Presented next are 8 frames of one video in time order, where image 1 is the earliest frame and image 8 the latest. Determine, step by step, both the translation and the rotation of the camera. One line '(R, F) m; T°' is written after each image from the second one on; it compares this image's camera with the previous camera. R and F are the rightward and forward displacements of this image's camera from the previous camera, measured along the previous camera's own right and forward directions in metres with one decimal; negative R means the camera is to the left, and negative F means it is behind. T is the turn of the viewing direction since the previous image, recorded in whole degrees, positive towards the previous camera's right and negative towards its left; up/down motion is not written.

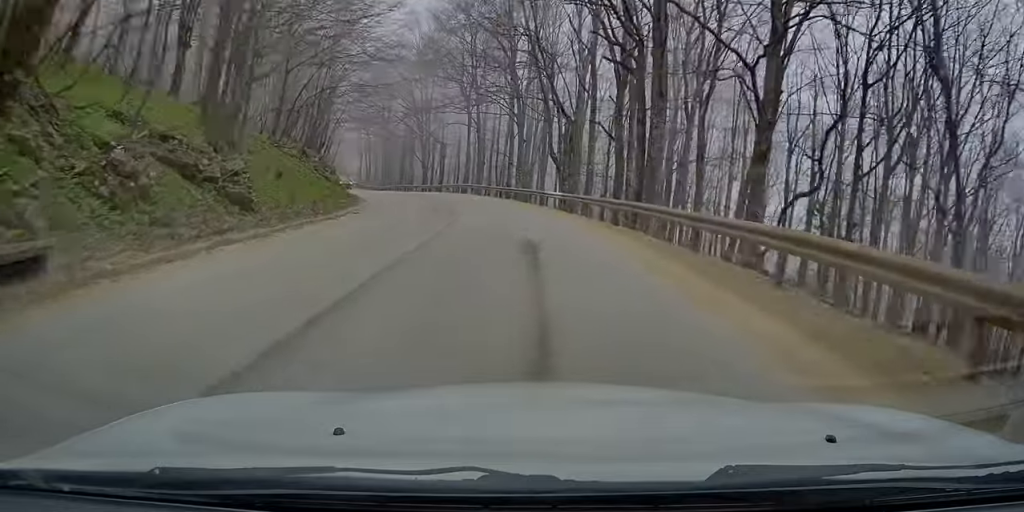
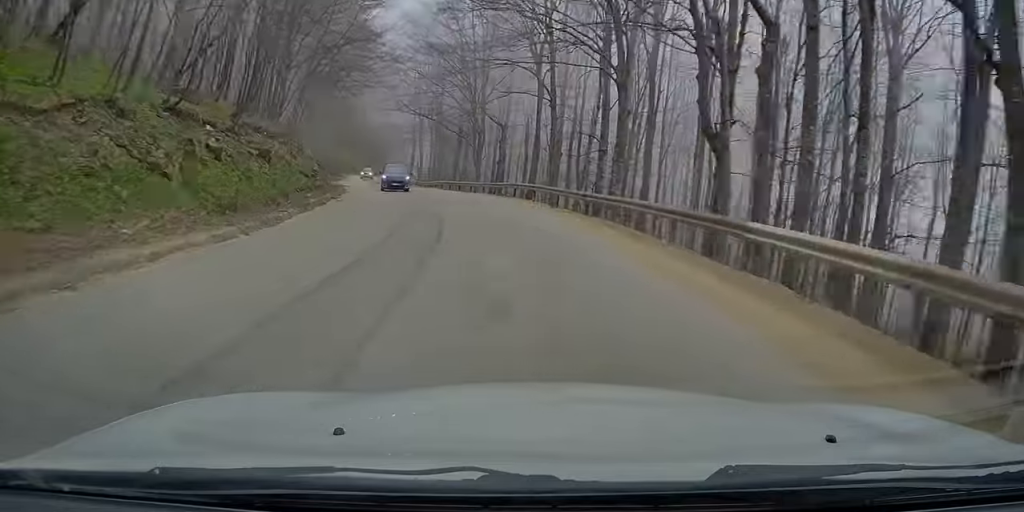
(+0.1, +21.6) m; -1°
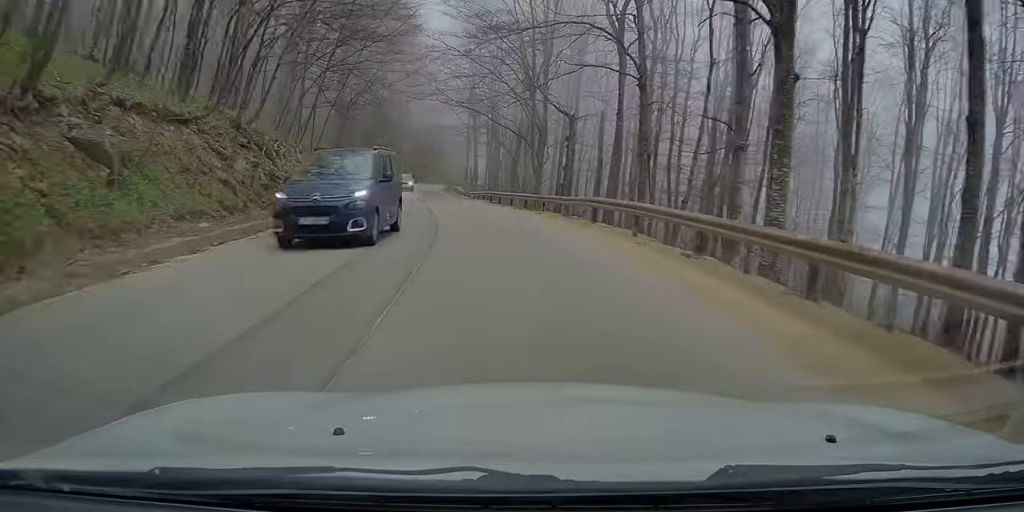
(-0.3, +12.5) m; -4°
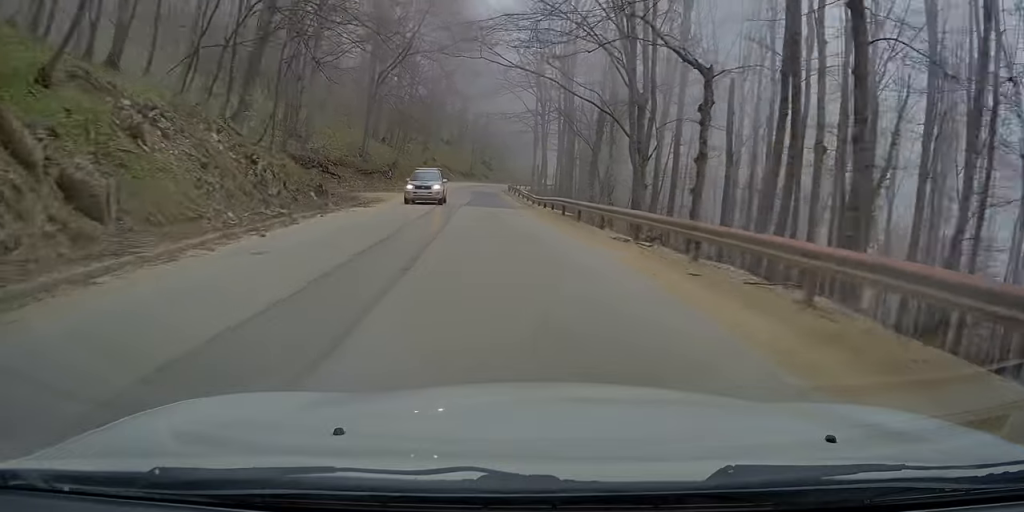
(-0.7, +14.6) m; -5°
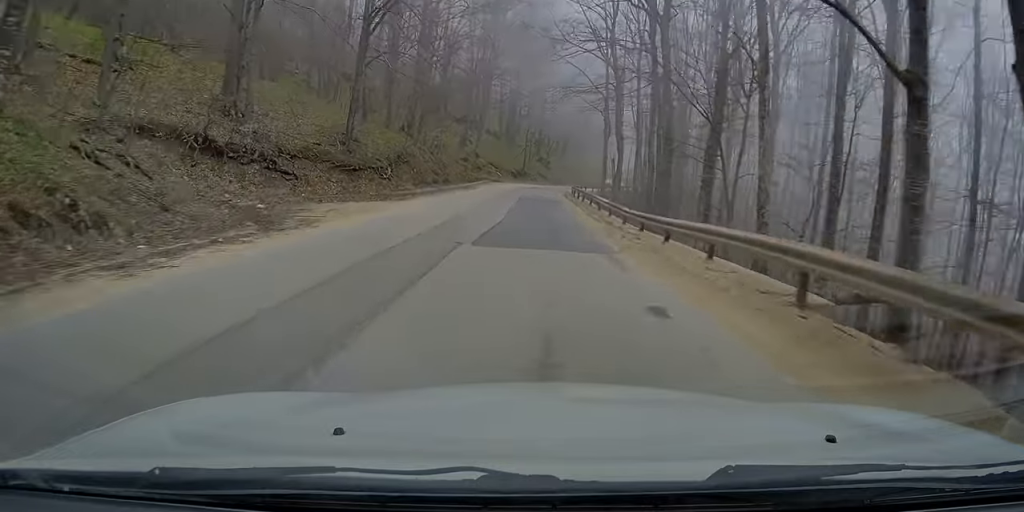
(-0.7, +17.0) m; -3°
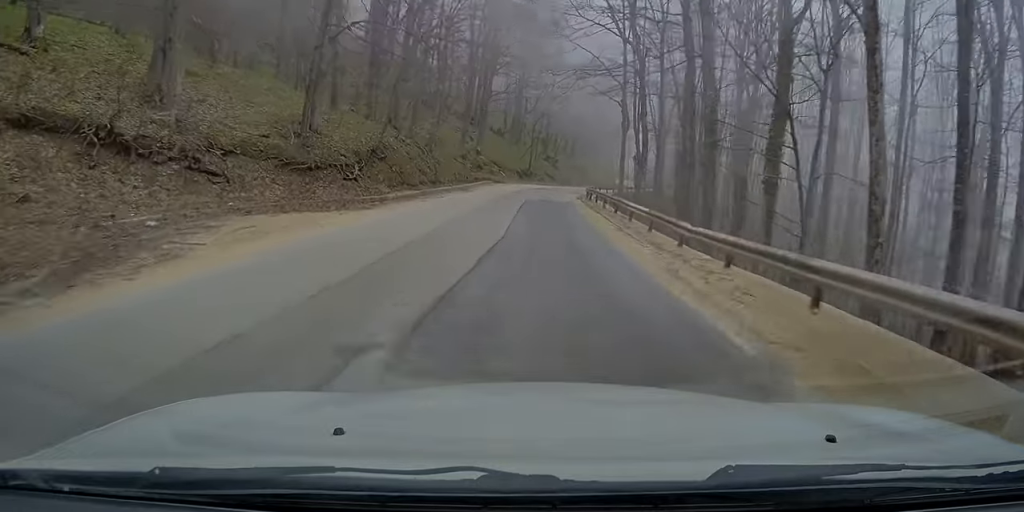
(0.0, +6.7) m; -1°
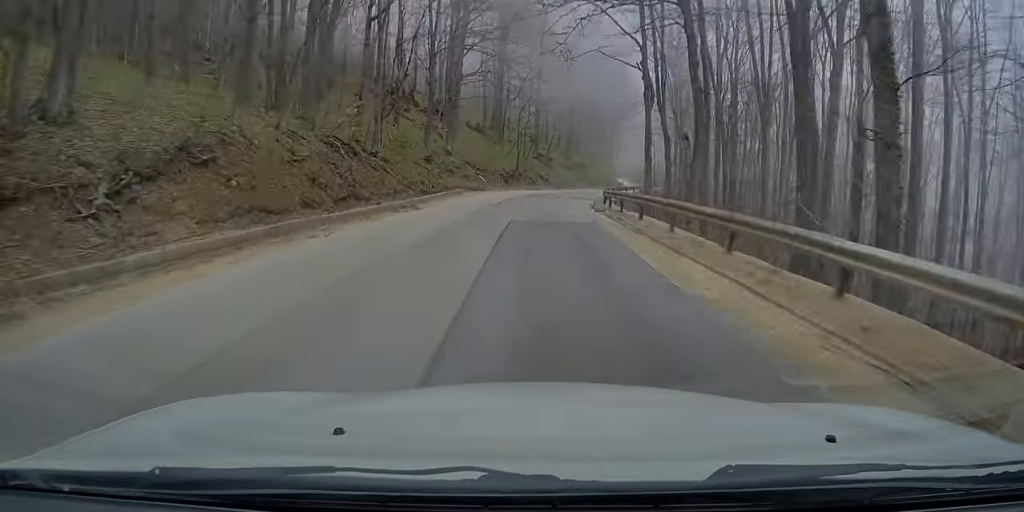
(-0.2, +14.2) m; -2°
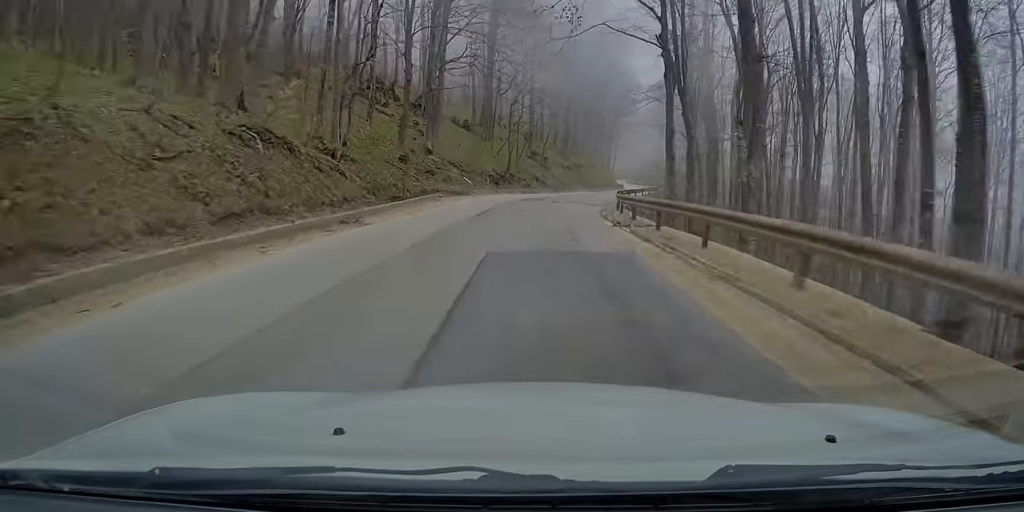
(-0.3, +6.7) m; 0°
